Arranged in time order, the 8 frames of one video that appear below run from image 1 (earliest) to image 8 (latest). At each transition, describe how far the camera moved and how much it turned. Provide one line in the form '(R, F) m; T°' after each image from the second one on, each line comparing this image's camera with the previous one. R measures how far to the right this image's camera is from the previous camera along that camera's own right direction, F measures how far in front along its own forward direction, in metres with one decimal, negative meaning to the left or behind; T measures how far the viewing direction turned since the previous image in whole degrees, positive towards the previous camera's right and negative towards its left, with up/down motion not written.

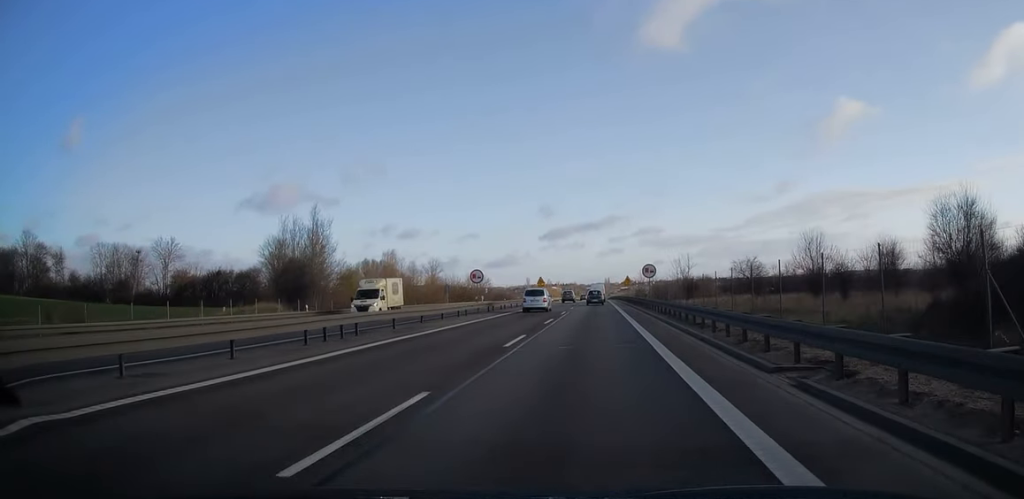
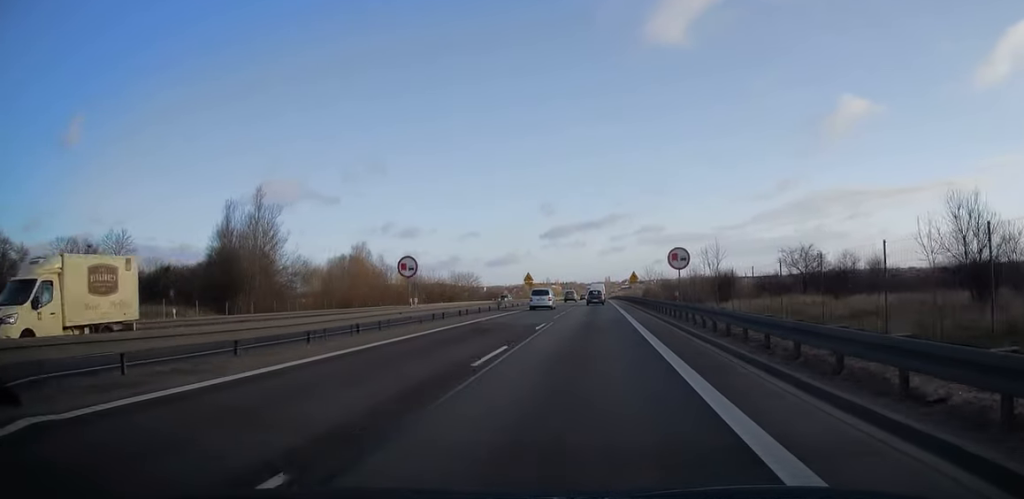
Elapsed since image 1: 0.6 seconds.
(0.0, +16.0) m; 0°
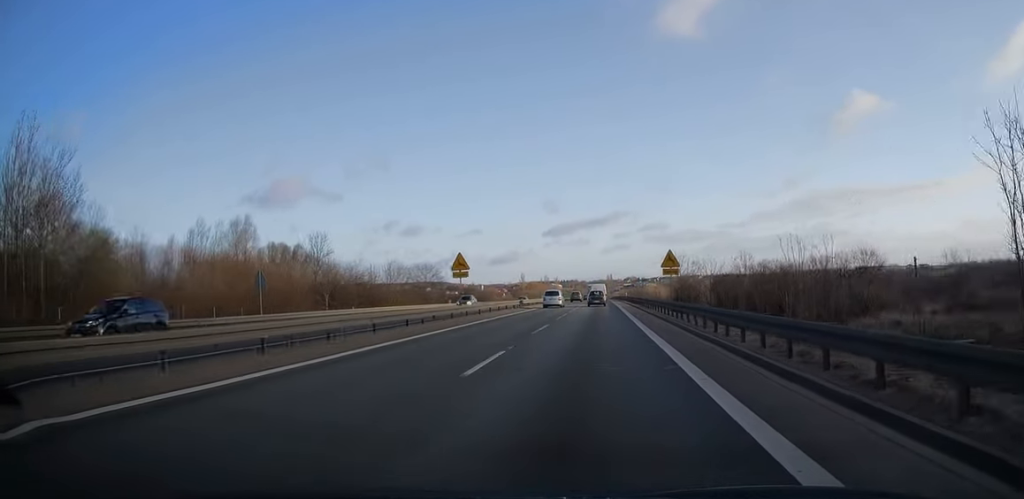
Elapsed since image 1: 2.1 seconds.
(-0.1, +37.0) m; 0°
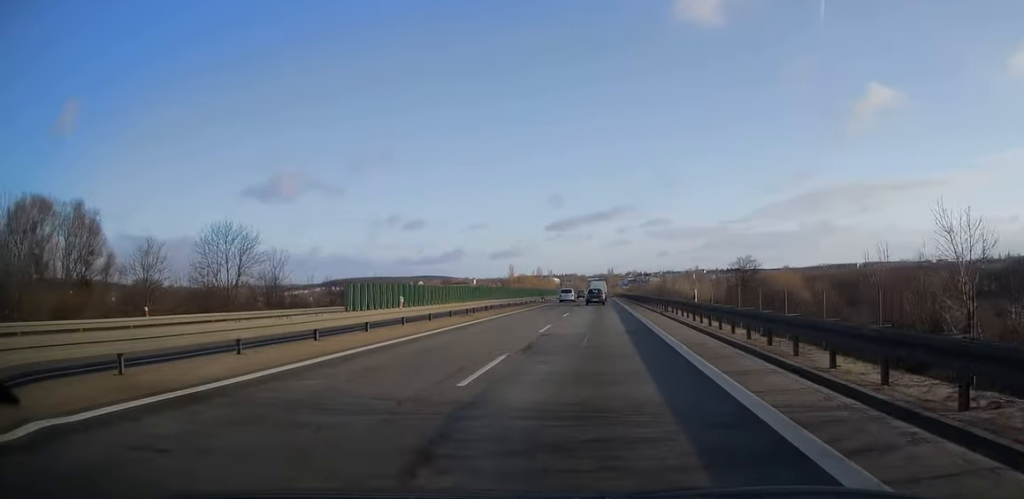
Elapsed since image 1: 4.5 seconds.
(-0.1, +61.5) m; 0°
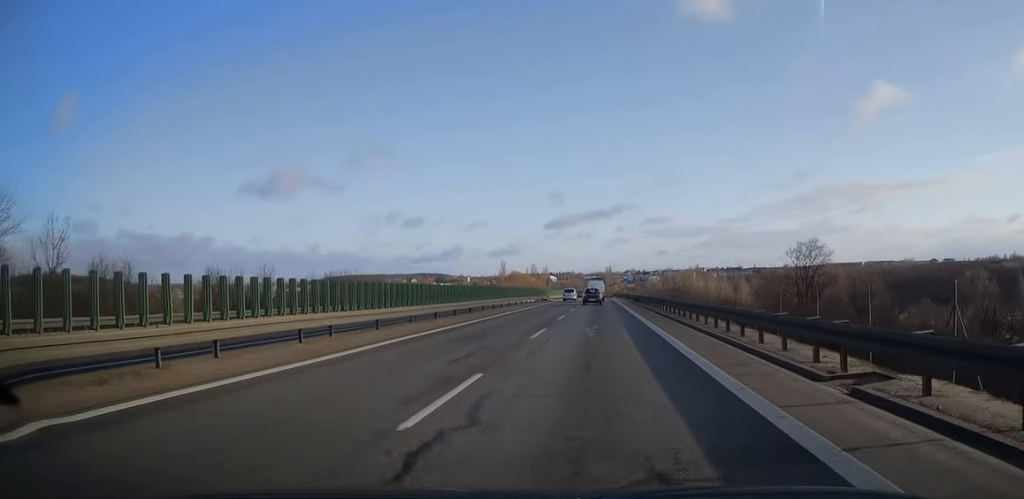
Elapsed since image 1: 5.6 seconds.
(+0.1, +27.1) m; 0°
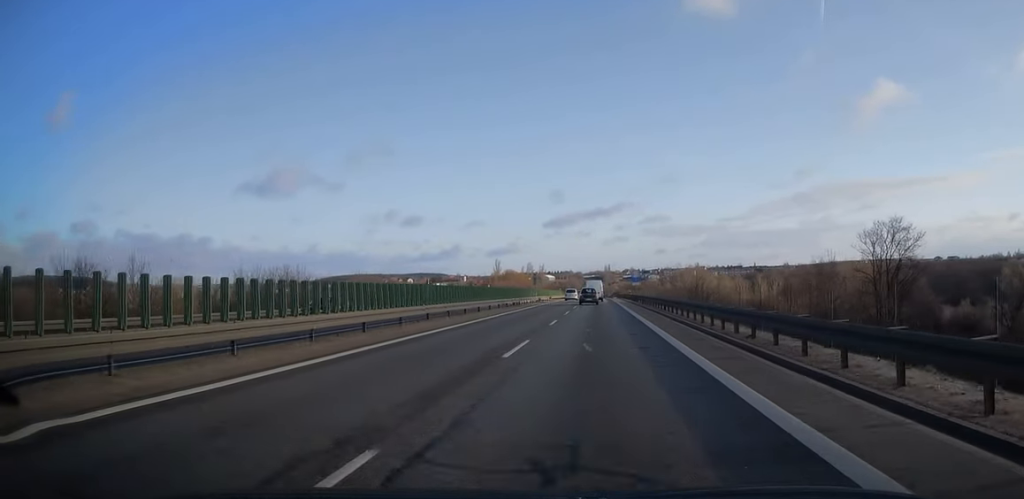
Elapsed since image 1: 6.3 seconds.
(0.0, +17.4) m; 0°
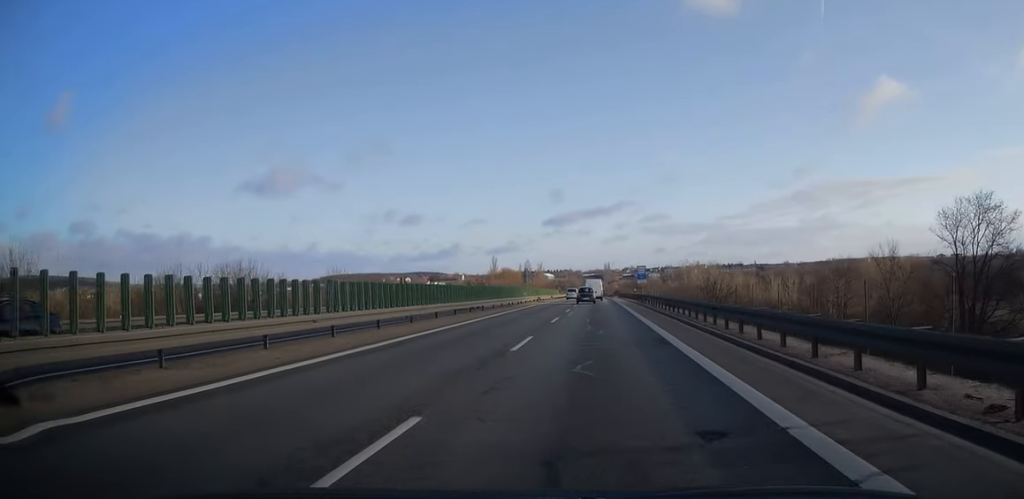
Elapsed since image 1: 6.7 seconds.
(0.0, +10.6) m; 0°
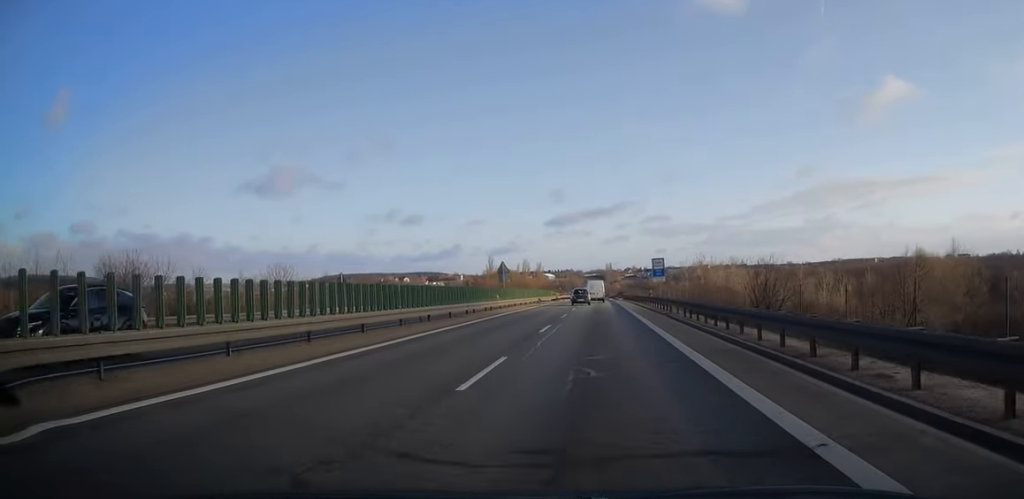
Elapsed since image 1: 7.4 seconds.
(0.0, +17.8) m; 0°
